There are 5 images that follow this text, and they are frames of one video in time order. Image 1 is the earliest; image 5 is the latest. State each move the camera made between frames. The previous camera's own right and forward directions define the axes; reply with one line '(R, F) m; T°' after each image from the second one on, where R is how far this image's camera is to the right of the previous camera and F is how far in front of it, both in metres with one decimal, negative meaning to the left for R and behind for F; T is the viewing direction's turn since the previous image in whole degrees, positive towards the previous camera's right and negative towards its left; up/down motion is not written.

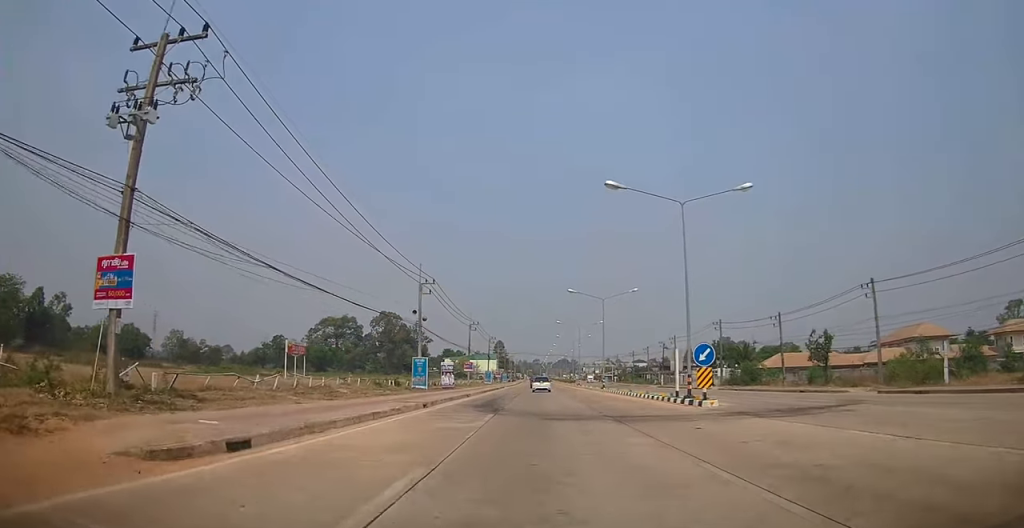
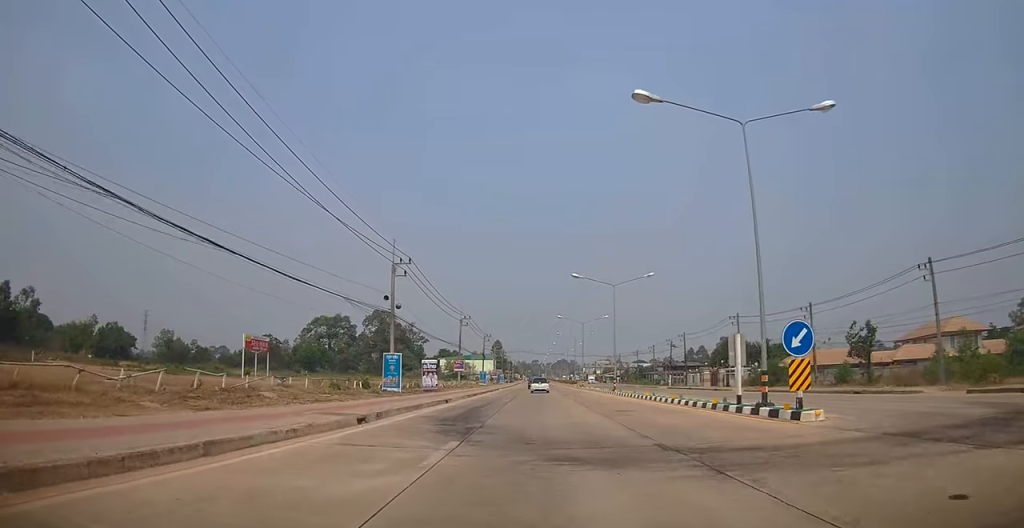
(0.0, +8.2) m; 0°
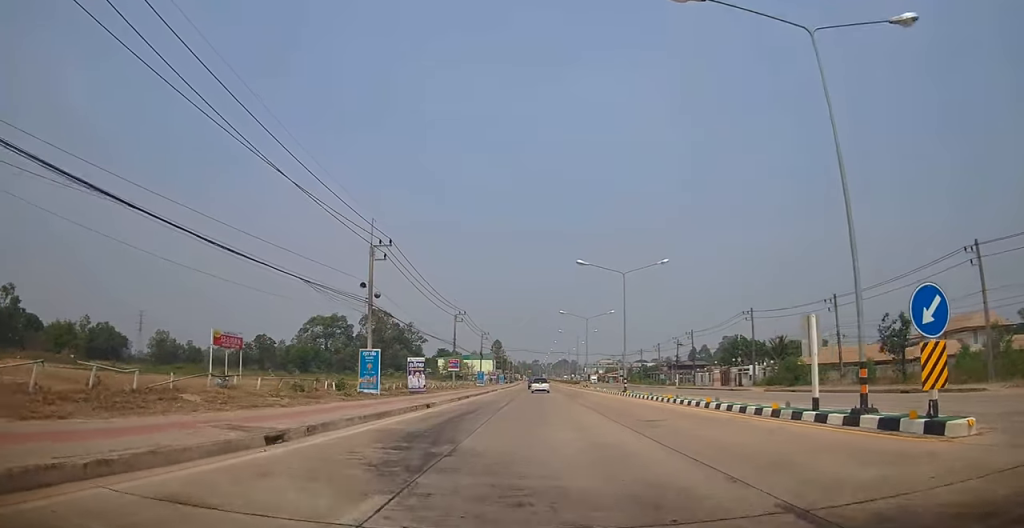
(0.0, +5.0) m; 0°
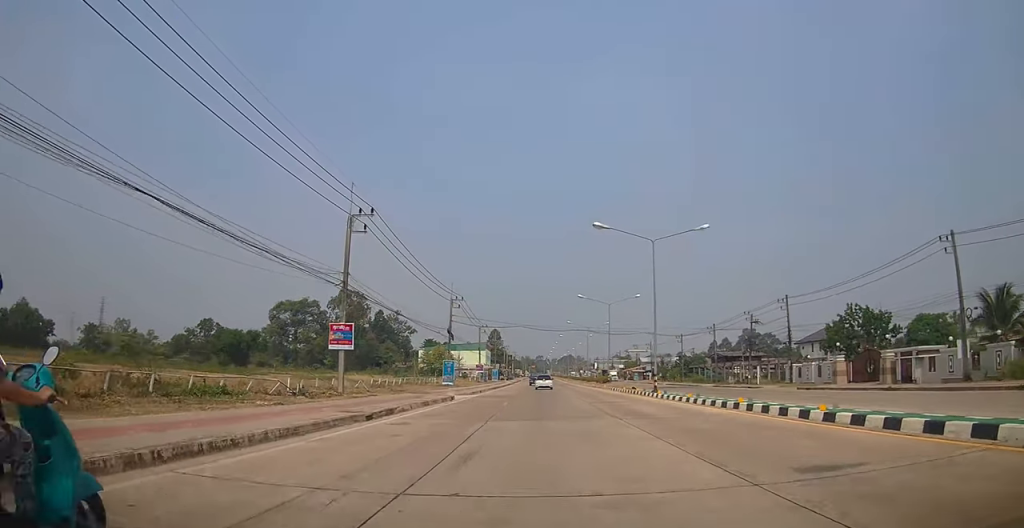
(0.0, +37.6) m; 0°
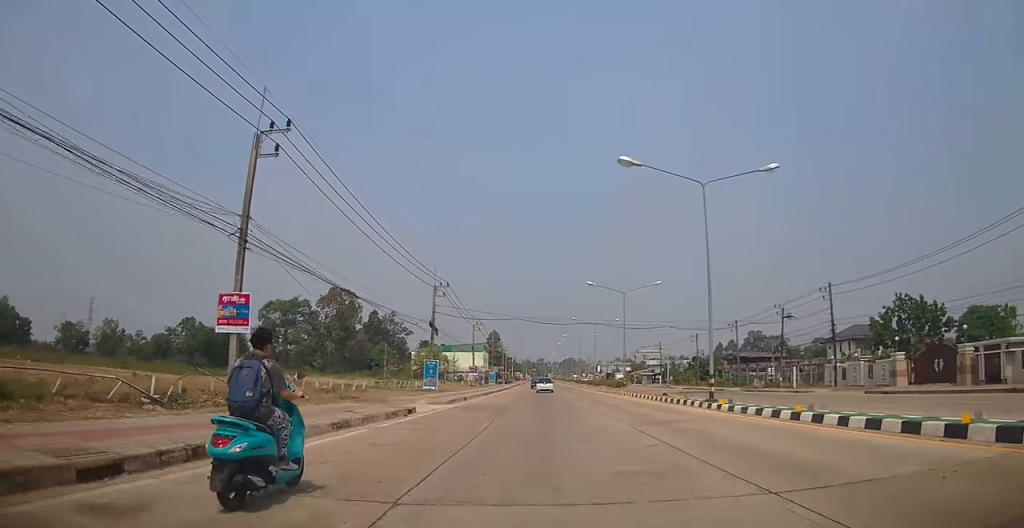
(0.0, +10.0) m; -1°
